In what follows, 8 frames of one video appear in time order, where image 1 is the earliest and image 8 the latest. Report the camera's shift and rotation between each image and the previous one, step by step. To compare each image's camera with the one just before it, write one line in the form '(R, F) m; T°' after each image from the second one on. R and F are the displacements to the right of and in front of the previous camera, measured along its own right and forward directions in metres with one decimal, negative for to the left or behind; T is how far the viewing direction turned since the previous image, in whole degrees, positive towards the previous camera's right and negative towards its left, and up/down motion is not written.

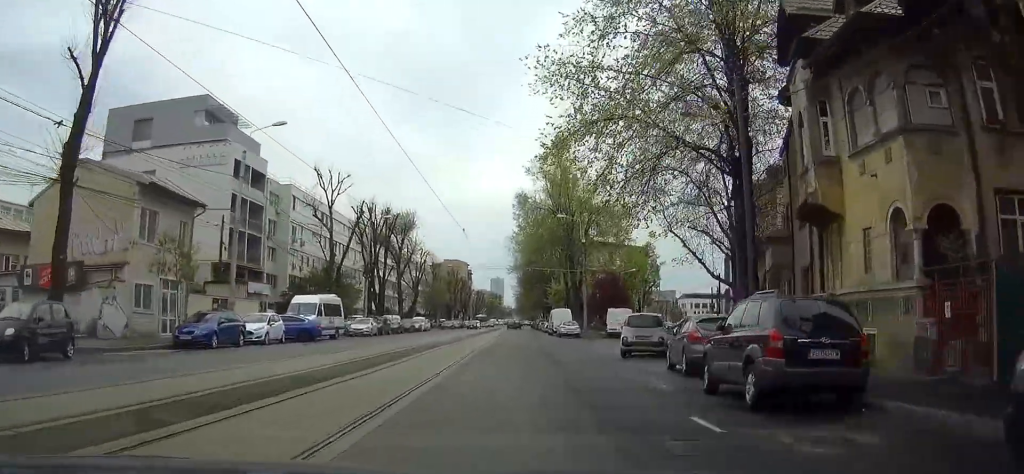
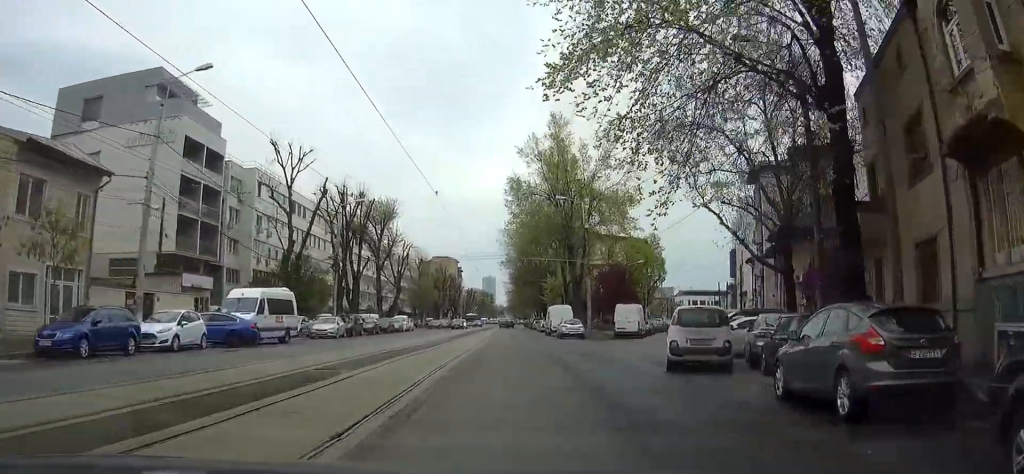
(0.0, +8.7) m; +1°
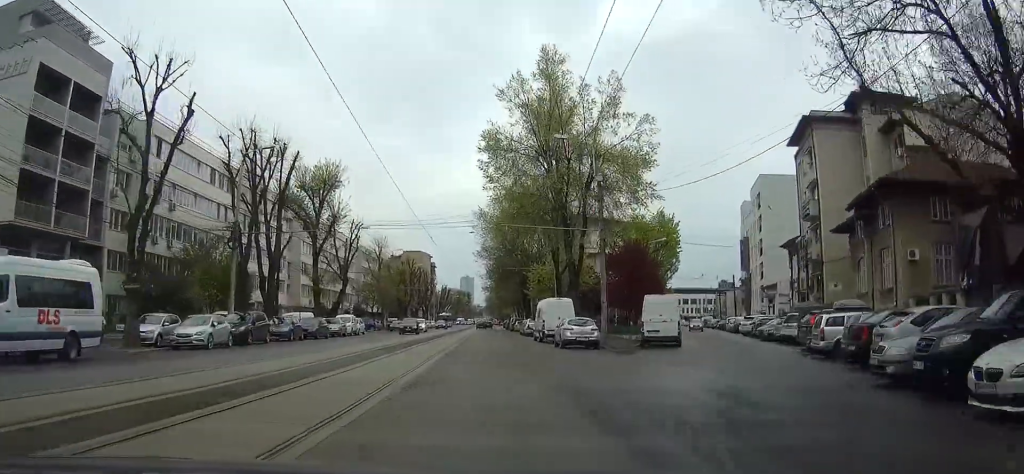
(+0.2, +17.9) m; +1°
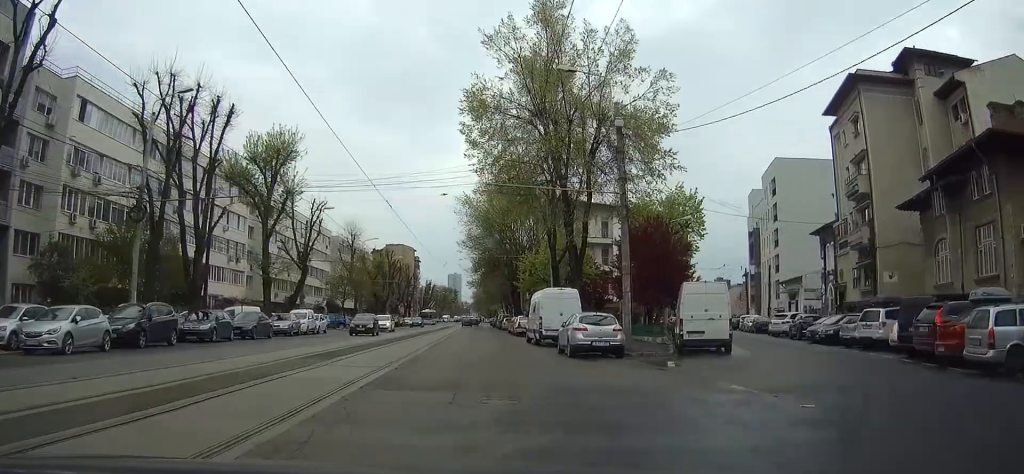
(0.0, +10.1) m; 0°
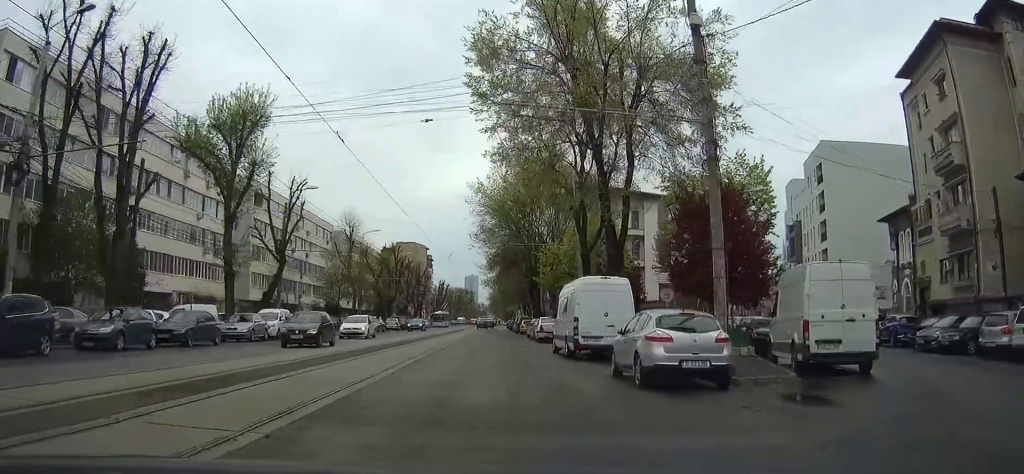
(0.0, +10.0) m; 0°
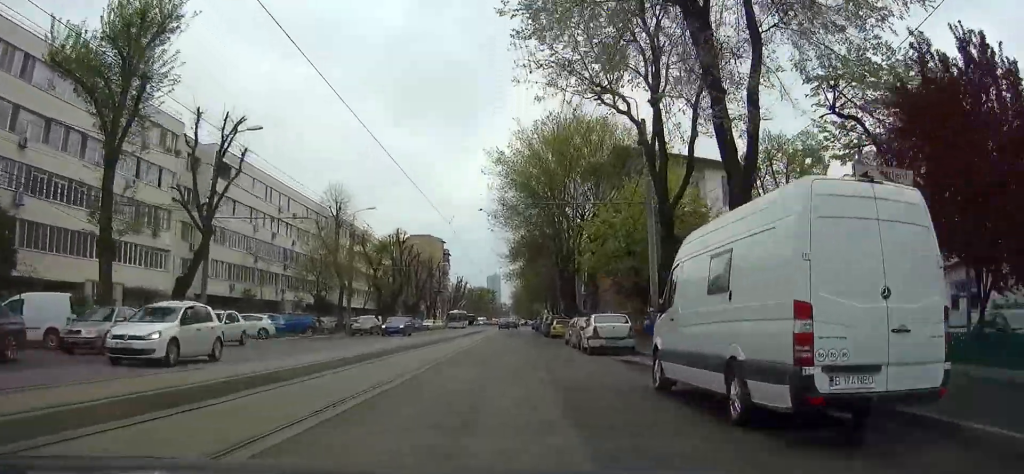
(-0.1, +16.0) m; -1°
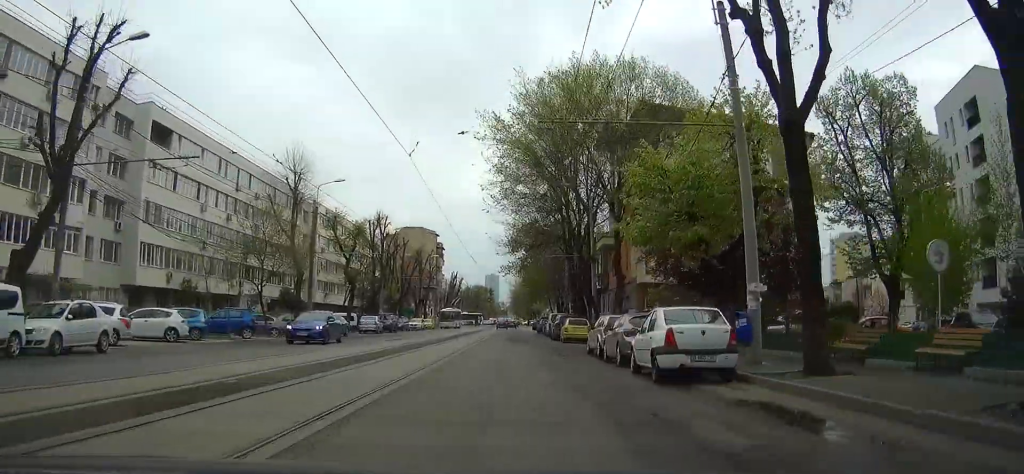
(-0.1, +12.0) m; -1°
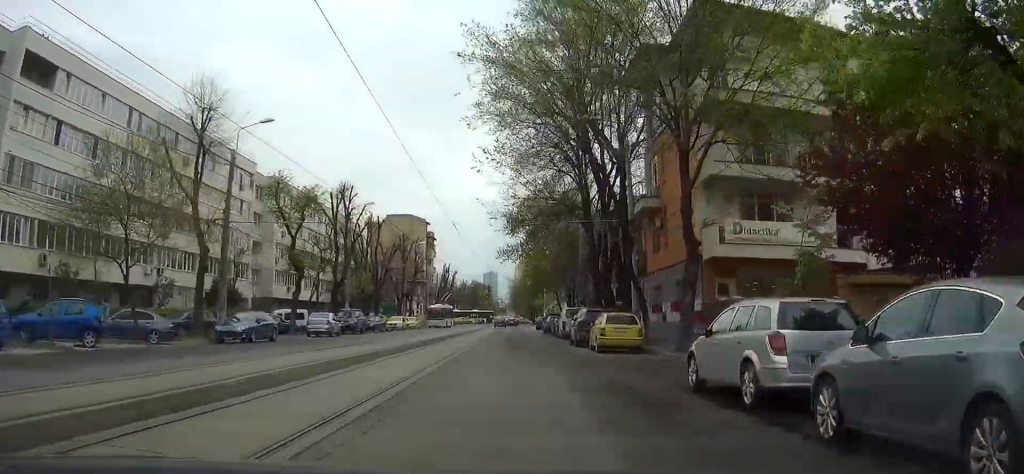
(-0.2, +15.6) m; -1°
